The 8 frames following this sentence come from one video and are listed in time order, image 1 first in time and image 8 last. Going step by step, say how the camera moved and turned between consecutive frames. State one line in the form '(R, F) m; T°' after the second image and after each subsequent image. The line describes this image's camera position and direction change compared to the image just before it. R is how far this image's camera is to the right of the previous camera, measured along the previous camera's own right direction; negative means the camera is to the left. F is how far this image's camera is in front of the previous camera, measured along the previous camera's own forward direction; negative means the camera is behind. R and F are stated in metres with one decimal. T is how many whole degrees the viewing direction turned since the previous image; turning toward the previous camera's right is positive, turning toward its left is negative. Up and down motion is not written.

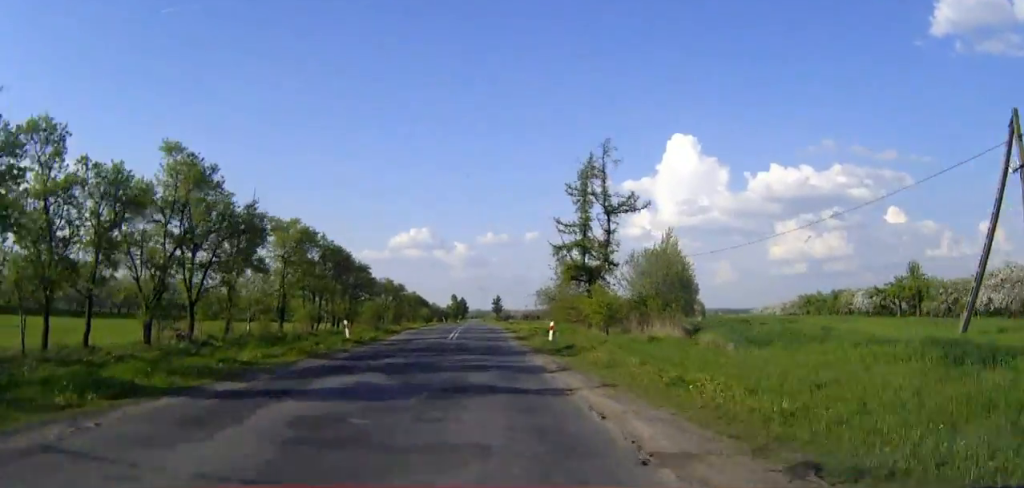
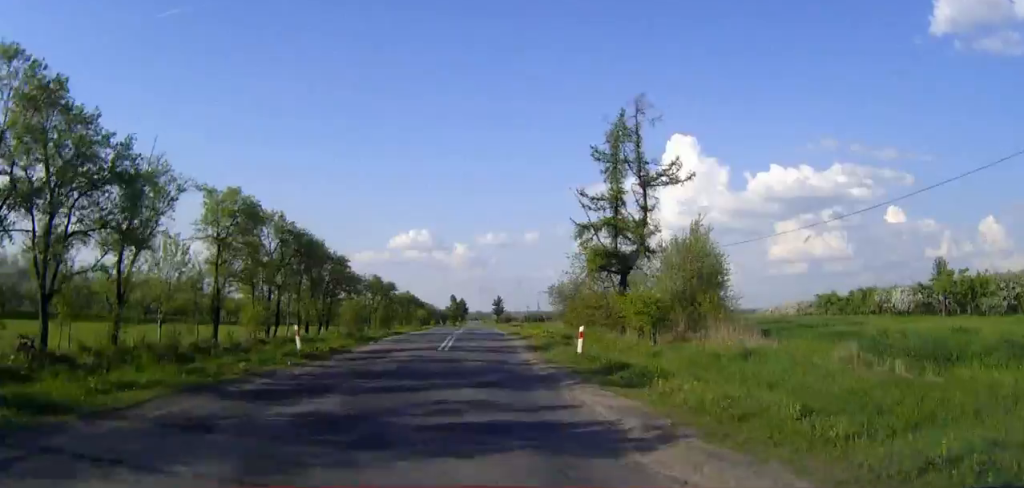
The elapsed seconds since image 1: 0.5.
(0.0, +8.9) m; 0°
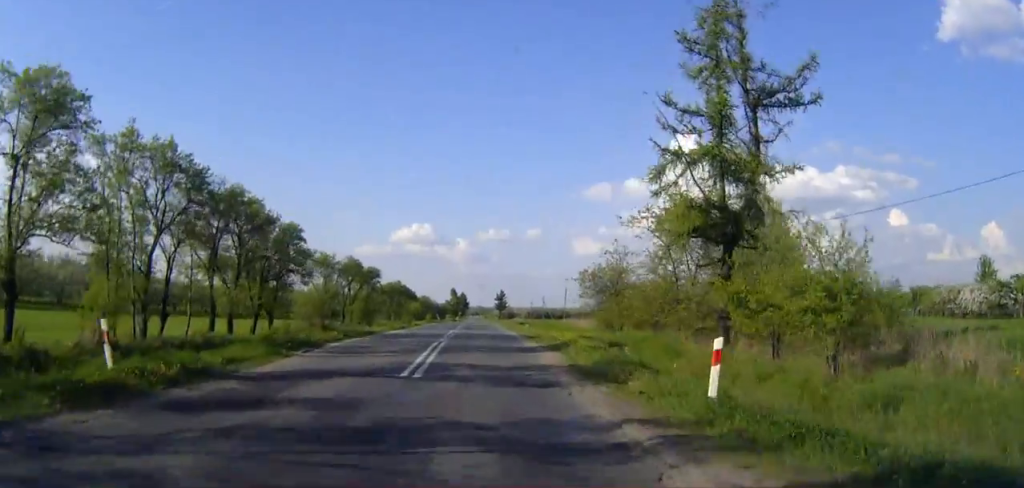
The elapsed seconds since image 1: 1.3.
(0.0, +13.0) m; 0°
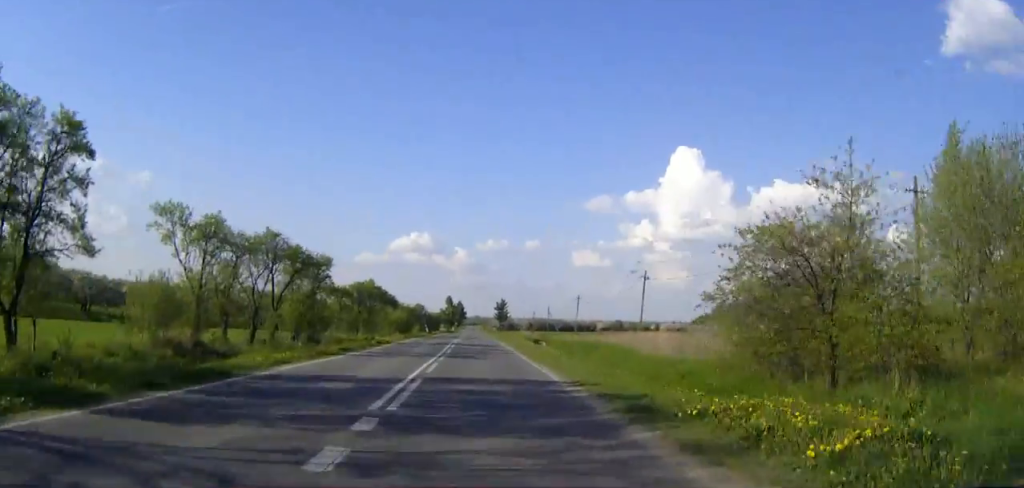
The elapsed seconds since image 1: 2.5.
(0.0, +20.2) m; 0°
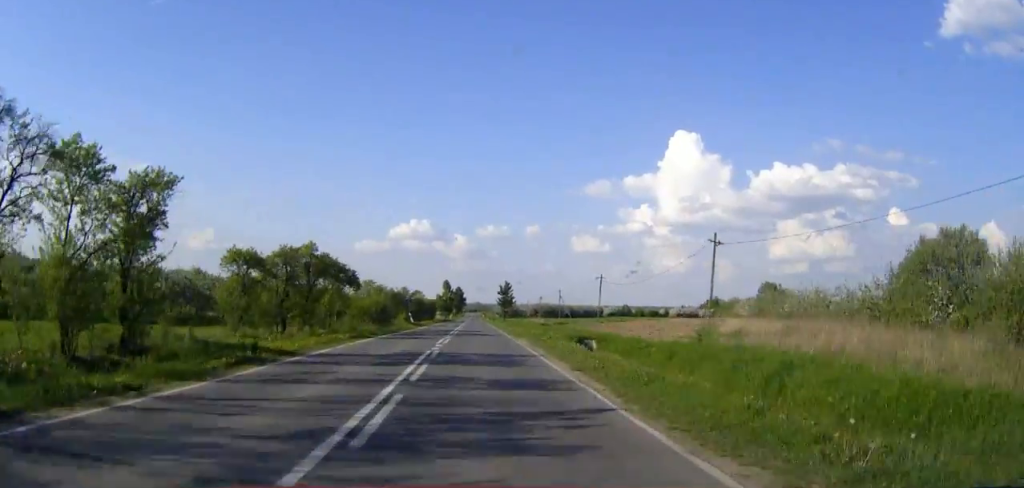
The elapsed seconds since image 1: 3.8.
(0.0, +22.0) m; 0°
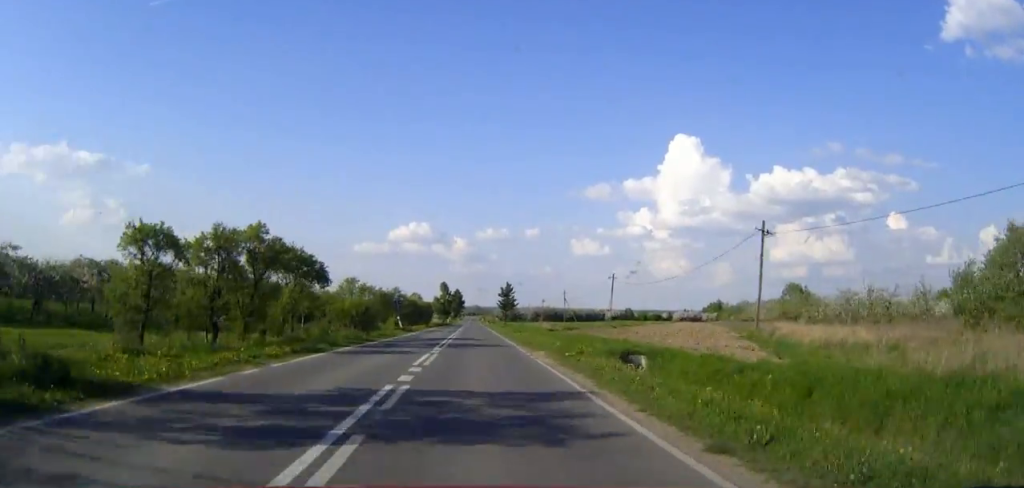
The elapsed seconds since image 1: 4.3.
(0.0, +9.3) m; 0°
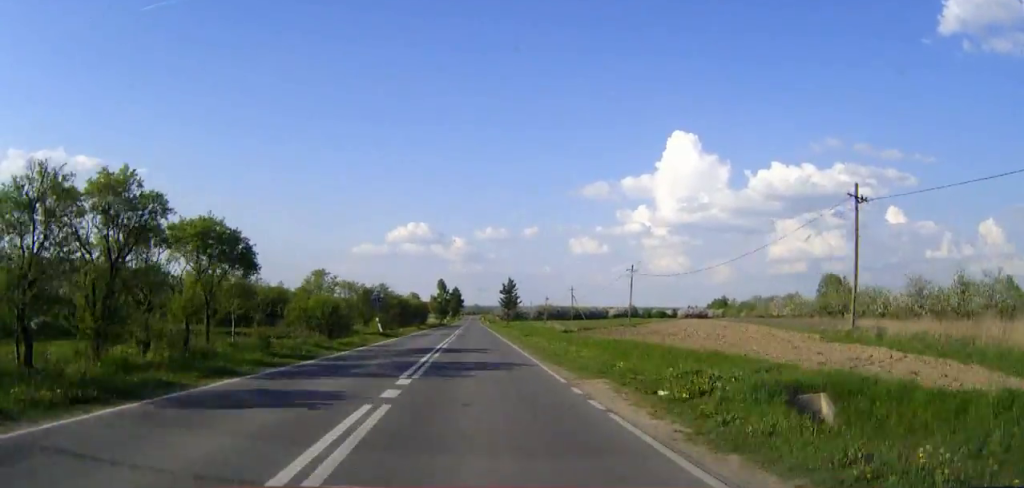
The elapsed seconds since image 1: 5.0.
(0.0, +11.9) m; 0°
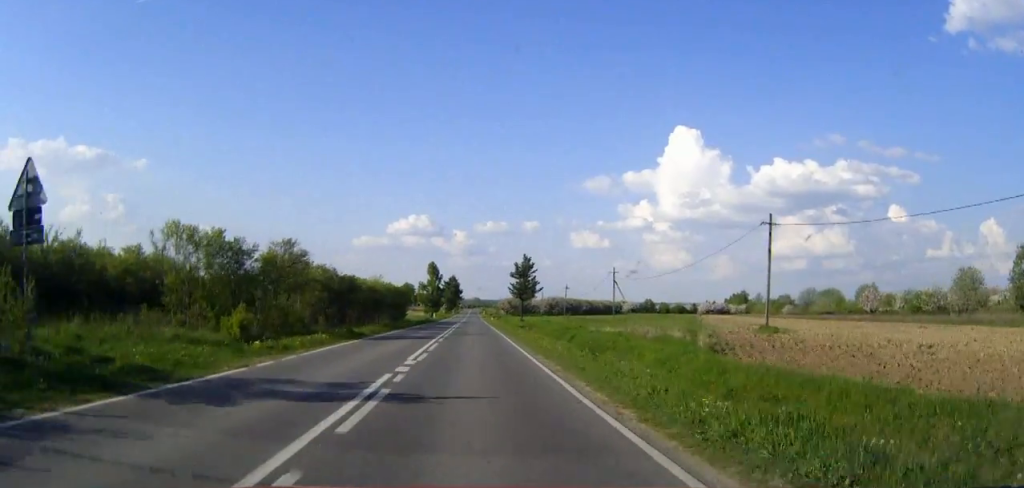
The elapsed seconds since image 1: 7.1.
(0.0, +38.7) m; 0°
